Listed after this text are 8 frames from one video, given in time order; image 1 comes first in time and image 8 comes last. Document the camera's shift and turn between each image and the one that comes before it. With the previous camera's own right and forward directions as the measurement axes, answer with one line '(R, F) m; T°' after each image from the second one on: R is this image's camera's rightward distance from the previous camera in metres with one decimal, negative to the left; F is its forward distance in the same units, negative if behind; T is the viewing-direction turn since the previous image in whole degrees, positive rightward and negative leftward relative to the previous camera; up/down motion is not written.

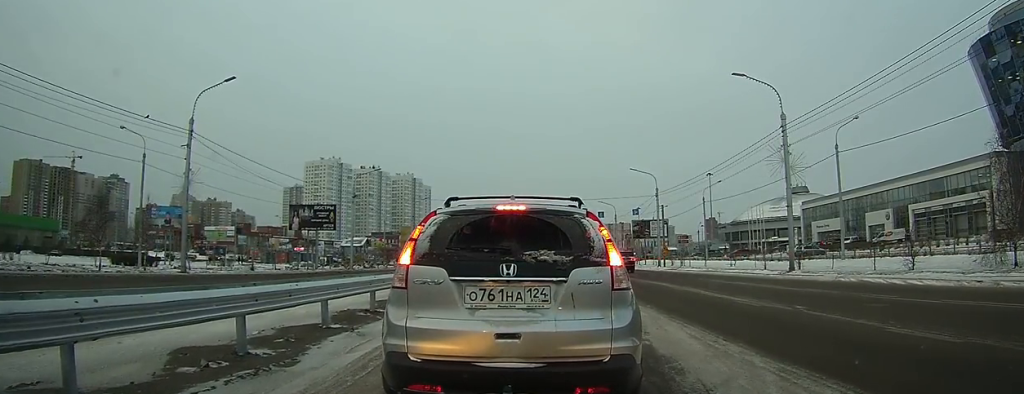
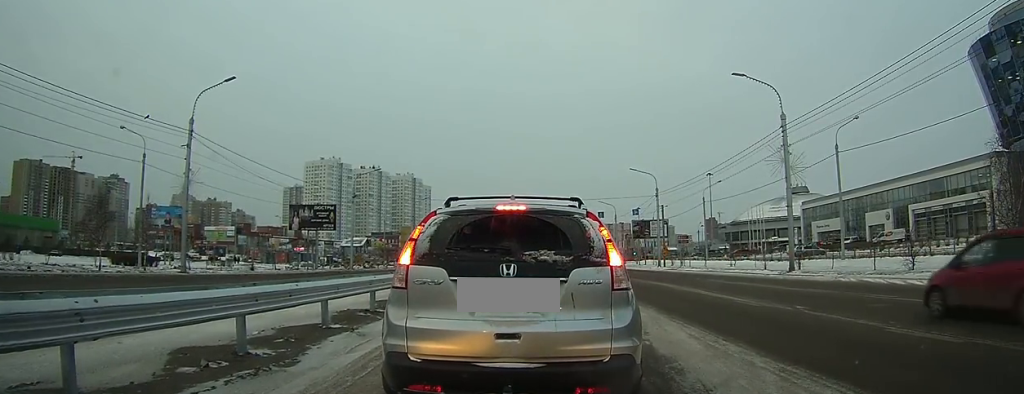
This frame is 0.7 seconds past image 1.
(+0.2, +0.4) m; 0°
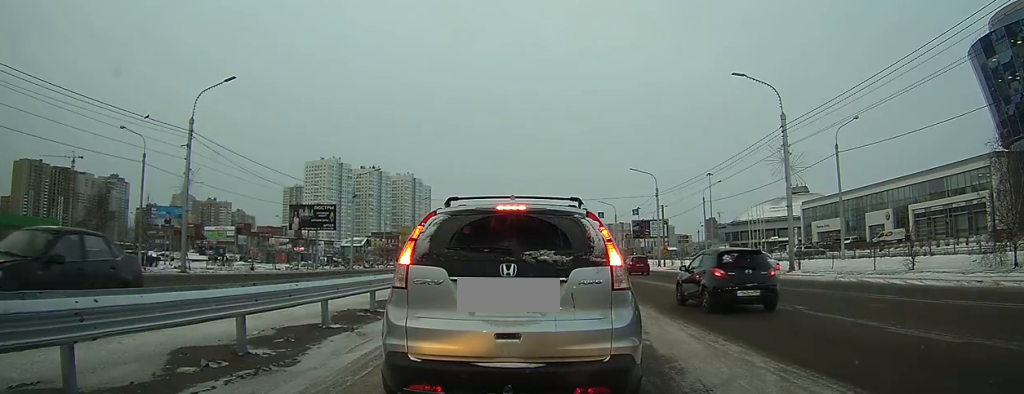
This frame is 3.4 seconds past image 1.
(+0.2, +1.4) m; 0°
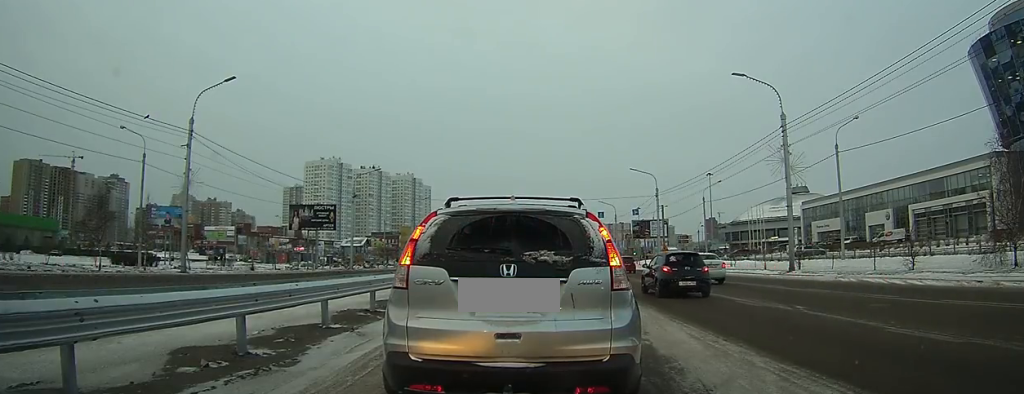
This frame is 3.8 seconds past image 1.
(-0.1, +0.2) m; 0°
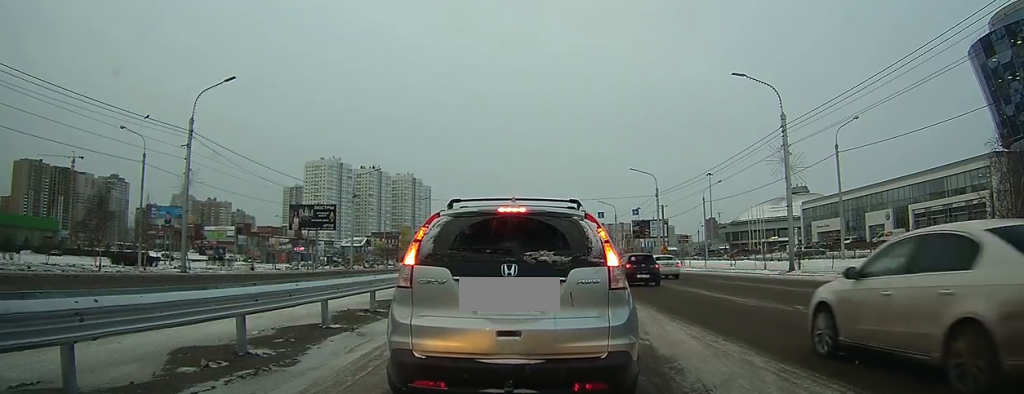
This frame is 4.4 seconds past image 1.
(-0.1, +0.4) m; 0°
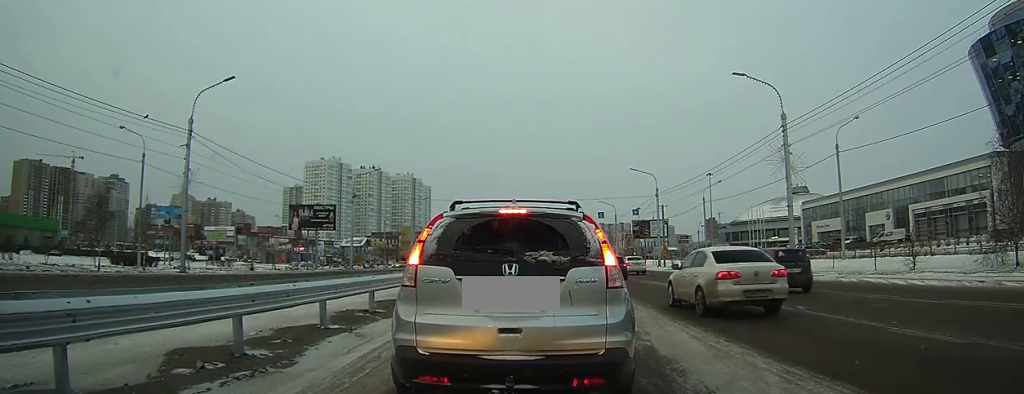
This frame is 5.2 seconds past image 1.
(-0.1, +0.4) m; 0°
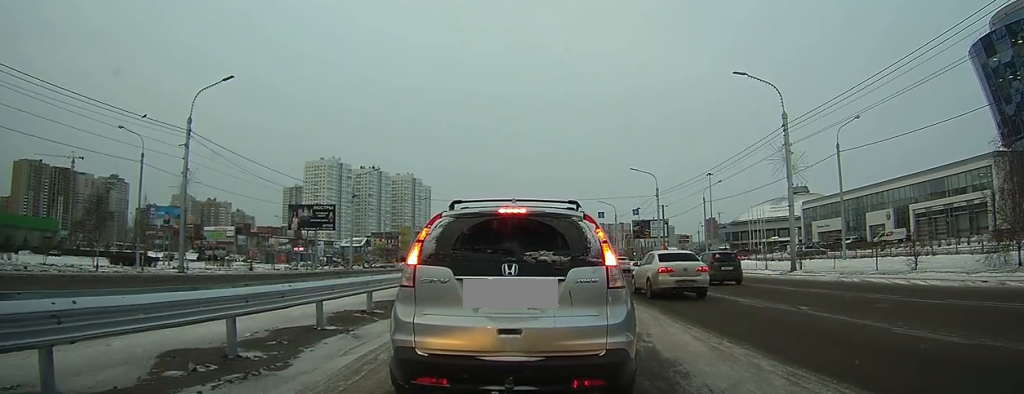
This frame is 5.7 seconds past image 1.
(-0.1, +0.3) m; 0°
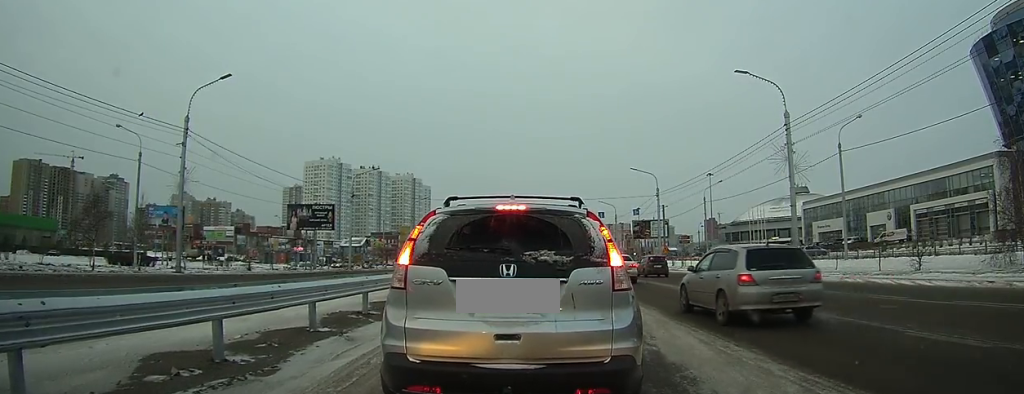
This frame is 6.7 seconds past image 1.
(+0.1, +0.6) m; 0°
